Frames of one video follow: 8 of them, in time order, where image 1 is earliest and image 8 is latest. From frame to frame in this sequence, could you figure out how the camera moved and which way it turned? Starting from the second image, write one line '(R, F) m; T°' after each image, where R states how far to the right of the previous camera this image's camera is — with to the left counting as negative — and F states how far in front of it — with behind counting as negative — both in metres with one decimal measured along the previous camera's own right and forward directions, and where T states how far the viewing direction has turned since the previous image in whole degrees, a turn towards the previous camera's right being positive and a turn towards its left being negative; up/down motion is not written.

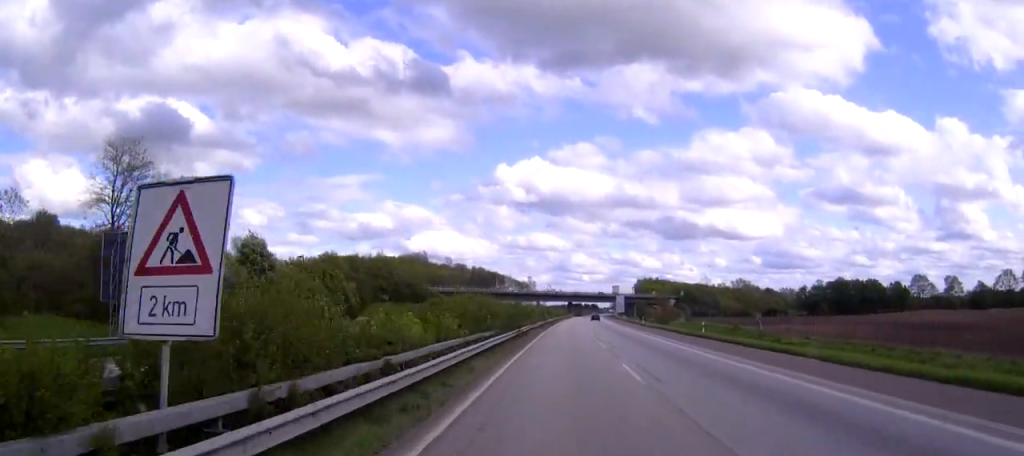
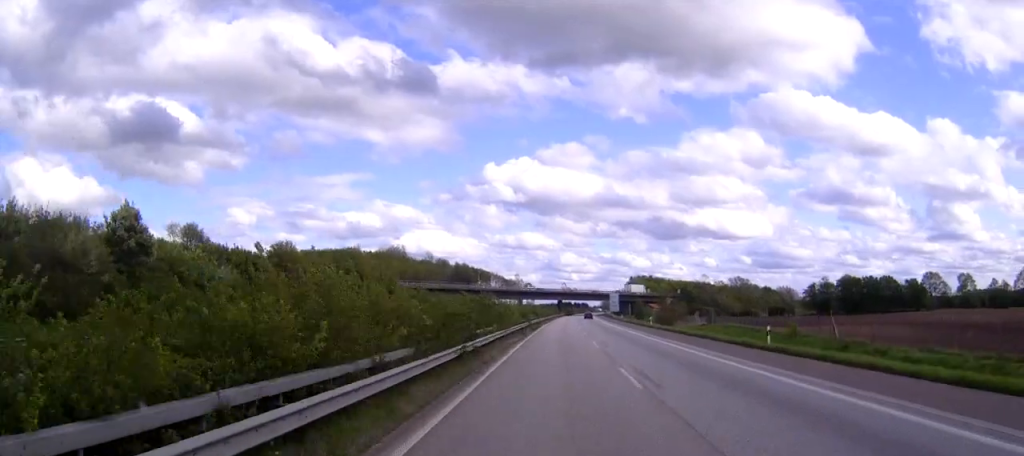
(+0.1, +20.2) m; +1°
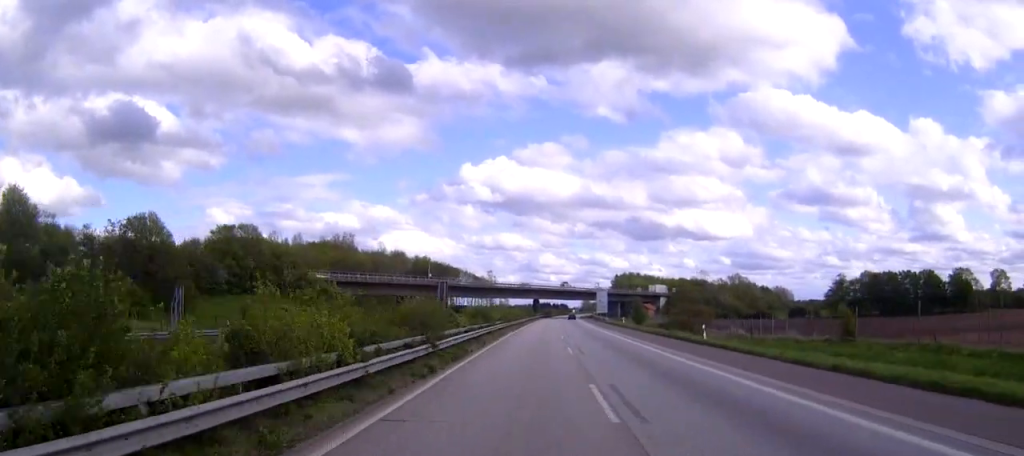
(+0.5, +41.2) m; +1°
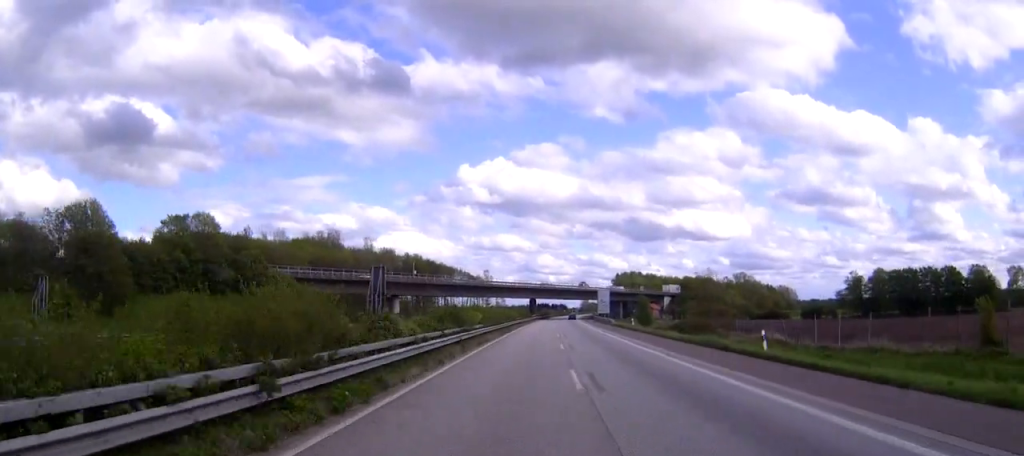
(0.0, +13.4) m; 0°
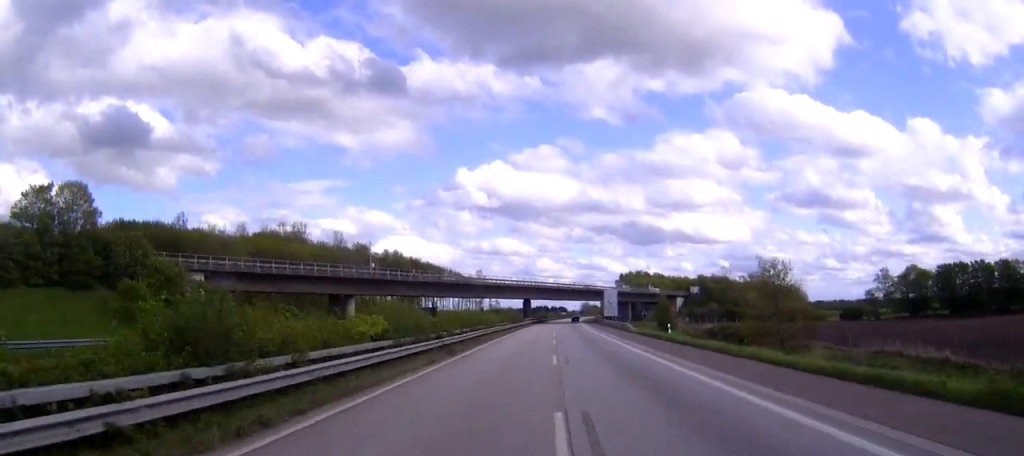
(+0.1, +27.8) m; 0°
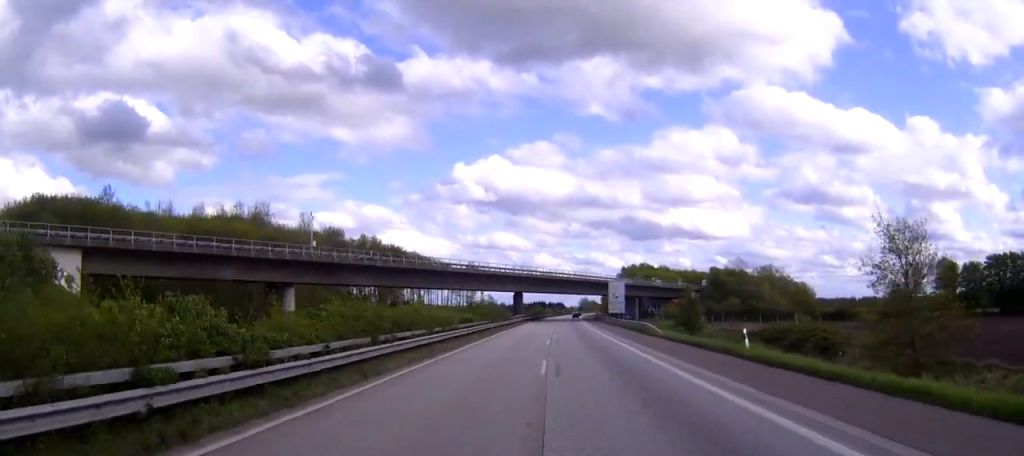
(0.0, +23.0) m; 0°
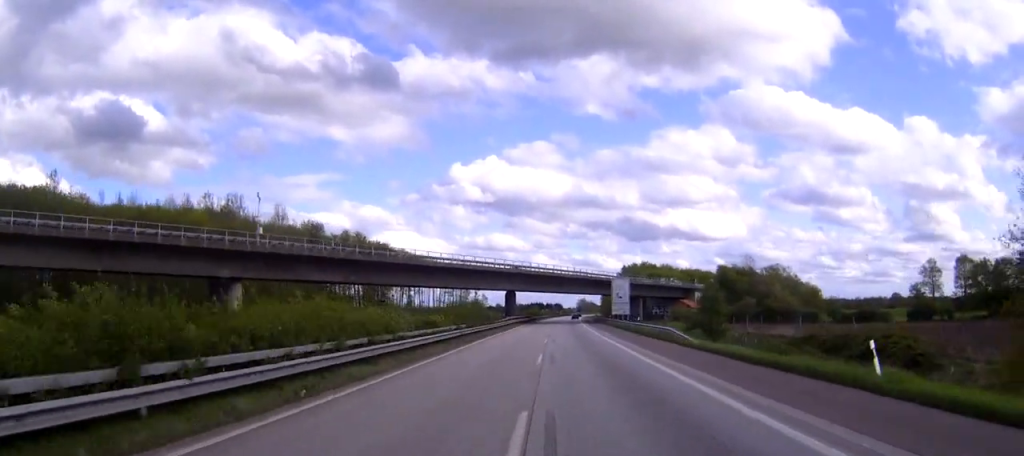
(0.0, +13.4) m; 0°
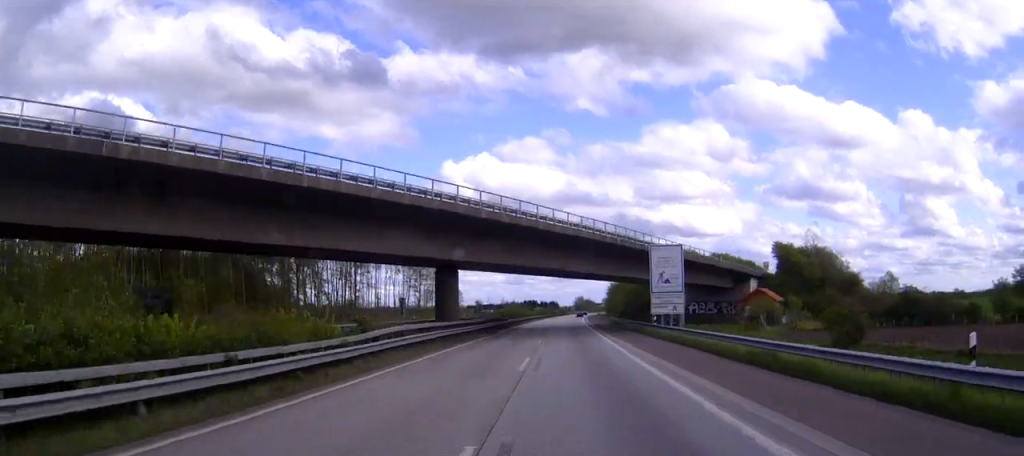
(+0.3, +57.5) m; +1°
